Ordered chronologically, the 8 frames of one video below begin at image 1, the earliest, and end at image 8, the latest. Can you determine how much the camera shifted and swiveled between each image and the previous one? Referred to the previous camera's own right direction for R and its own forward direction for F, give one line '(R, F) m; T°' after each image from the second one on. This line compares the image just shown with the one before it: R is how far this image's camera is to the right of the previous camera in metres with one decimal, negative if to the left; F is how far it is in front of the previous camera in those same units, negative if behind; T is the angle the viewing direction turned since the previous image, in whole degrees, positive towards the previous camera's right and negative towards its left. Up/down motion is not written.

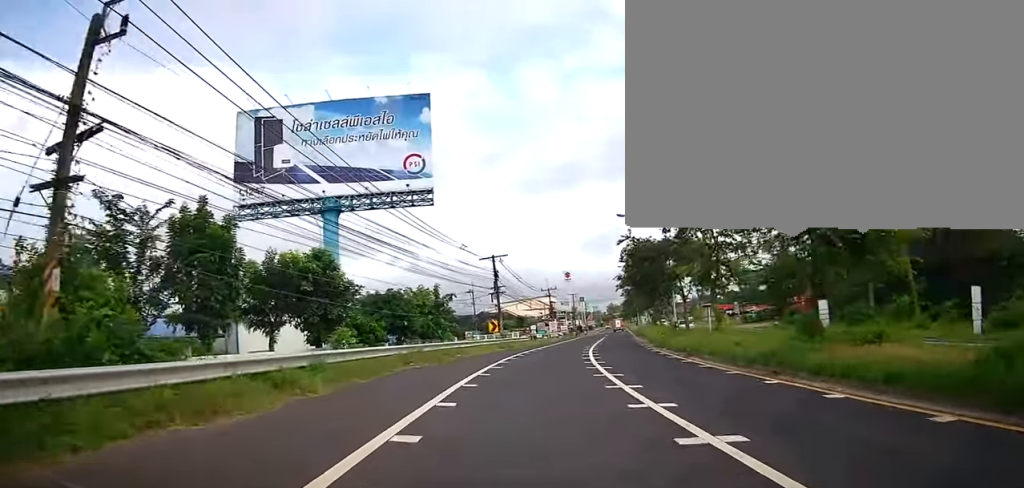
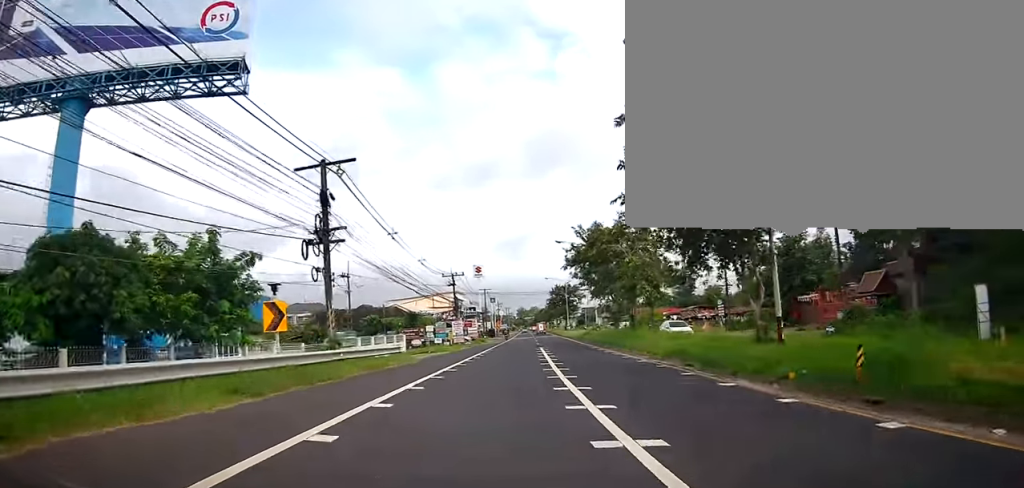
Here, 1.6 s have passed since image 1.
(+2.7, +27.0) m; +12°
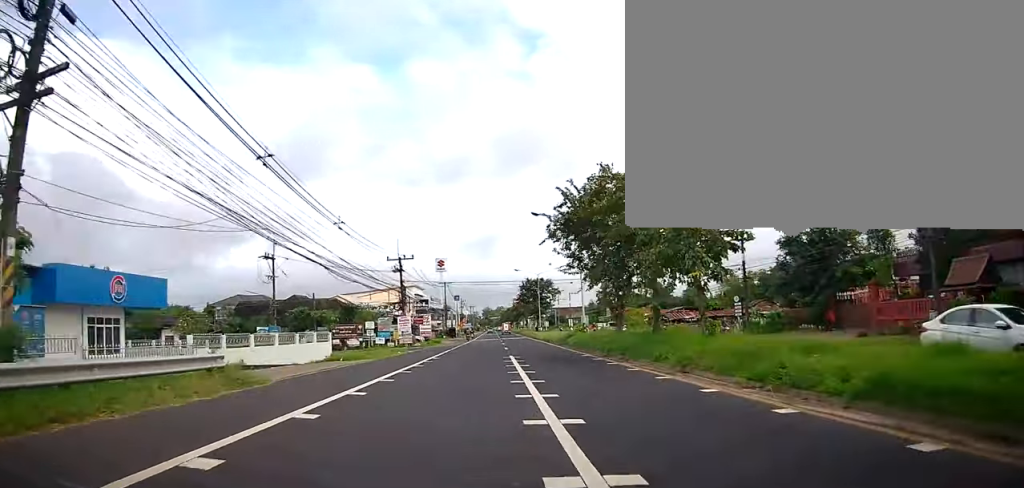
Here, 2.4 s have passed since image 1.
(+0.8, +13.4) m; +4°
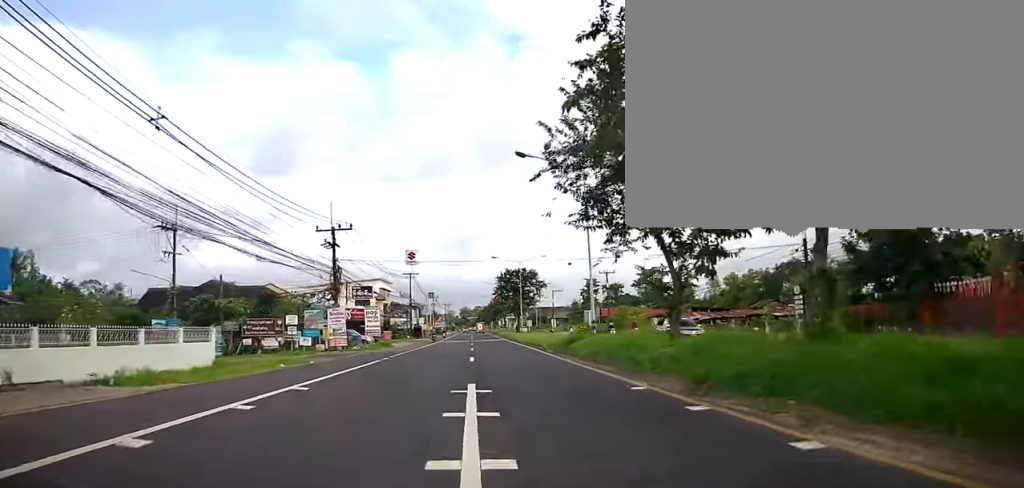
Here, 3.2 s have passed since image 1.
(0.0, +14.4) m; 0°
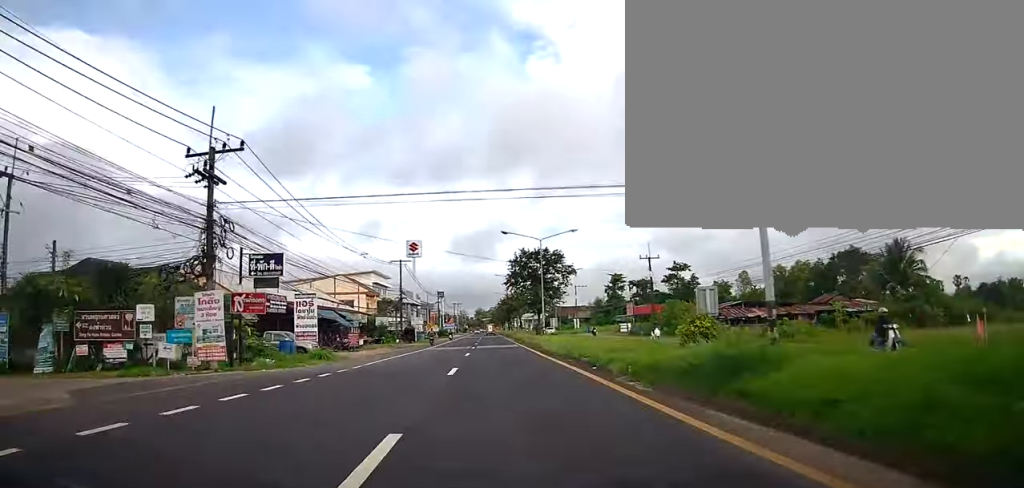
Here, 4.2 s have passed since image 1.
(0.0, +18.1) m; 0°
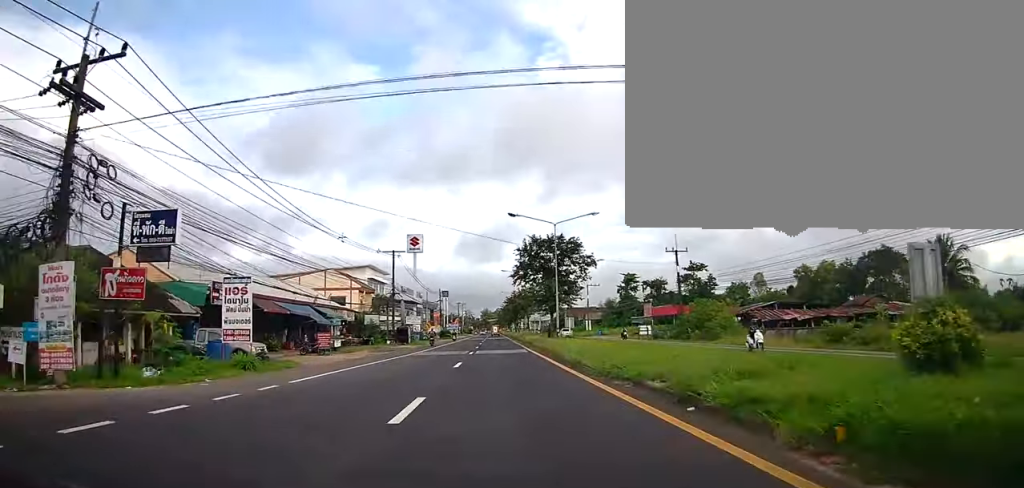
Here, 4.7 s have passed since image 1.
(0.0, +8.2) m; 0°
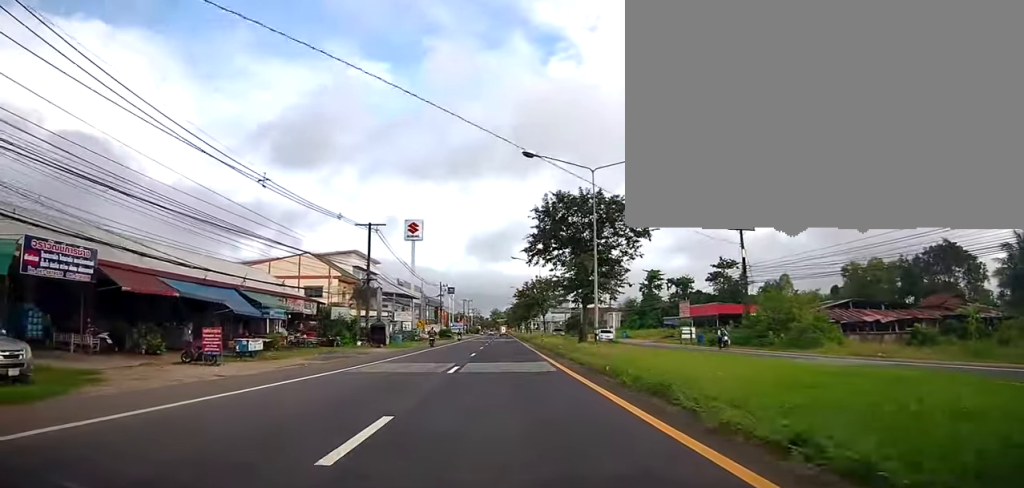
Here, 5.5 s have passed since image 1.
(0.0, +14.5) m; 0°
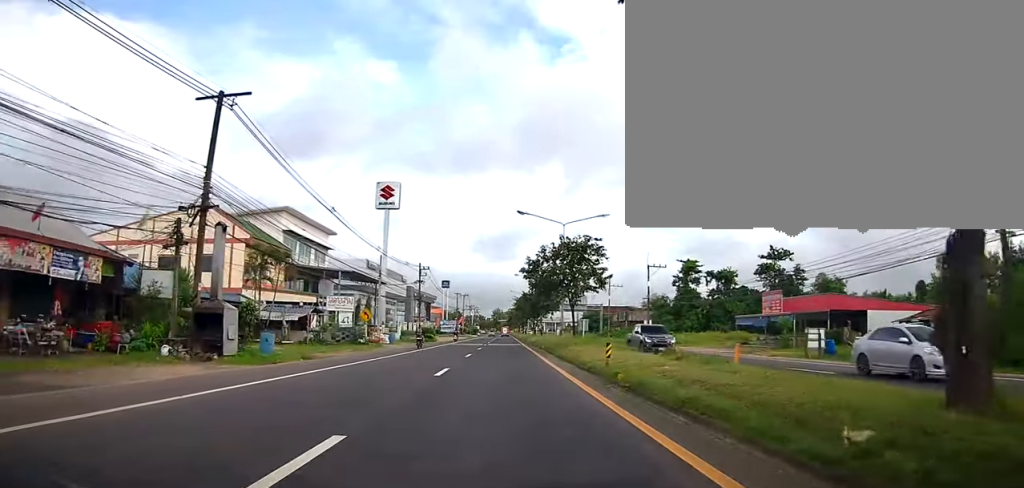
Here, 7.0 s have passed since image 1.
(0.0, +25.8) m; 0°
